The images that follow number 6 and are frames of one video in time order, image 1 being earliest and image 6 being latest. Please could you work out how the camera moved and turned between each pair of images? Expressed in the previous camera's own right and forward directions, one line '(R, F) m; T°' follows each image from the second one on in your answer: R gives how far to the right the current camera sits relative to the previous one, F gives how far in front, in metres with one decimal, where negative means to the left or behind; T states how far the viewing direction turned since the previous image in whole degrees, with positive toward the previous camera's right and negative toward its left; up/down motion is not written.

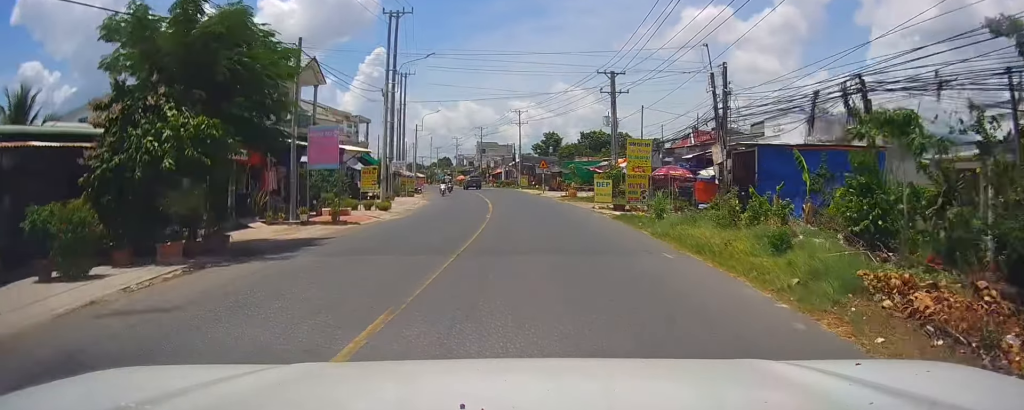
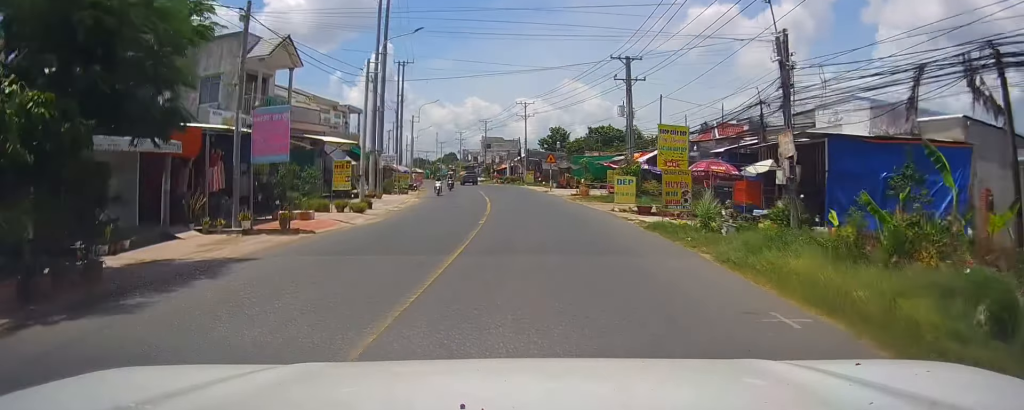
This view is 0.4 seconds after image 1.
(-0.2, +5.7) m; -1°
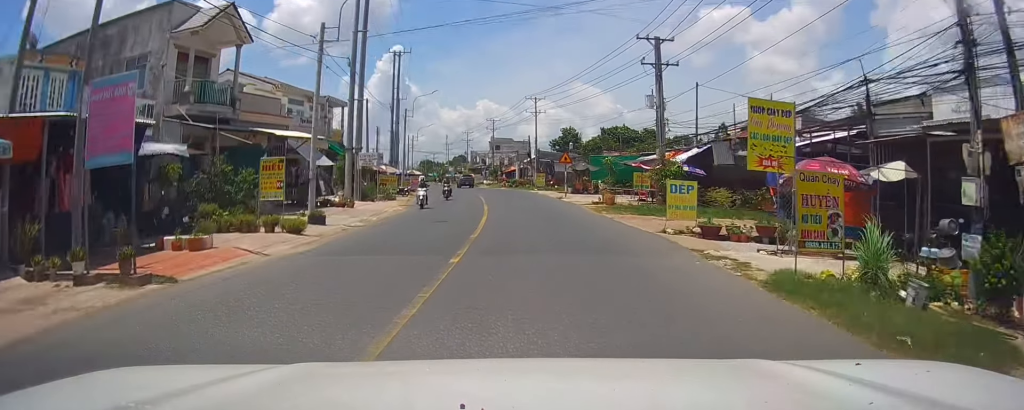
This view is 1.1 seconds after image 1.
(-0.1, +8.2) m; -1°
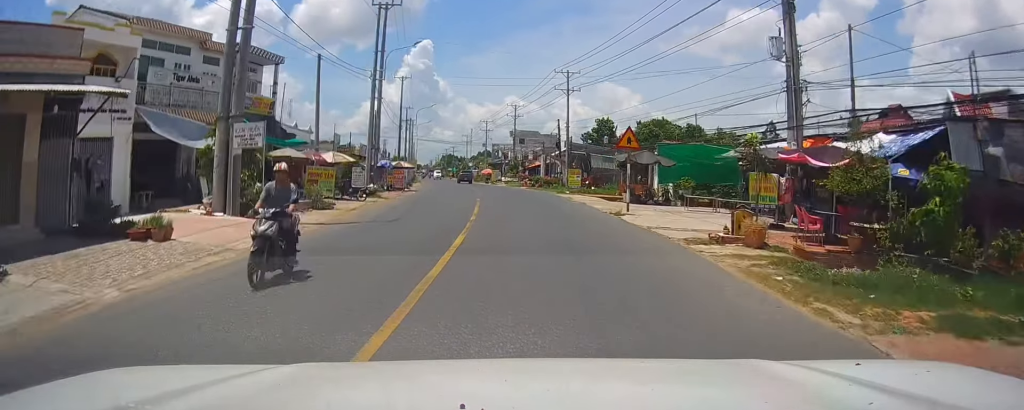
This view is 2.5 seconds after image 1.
(-0.1, +19.8) m; -2°
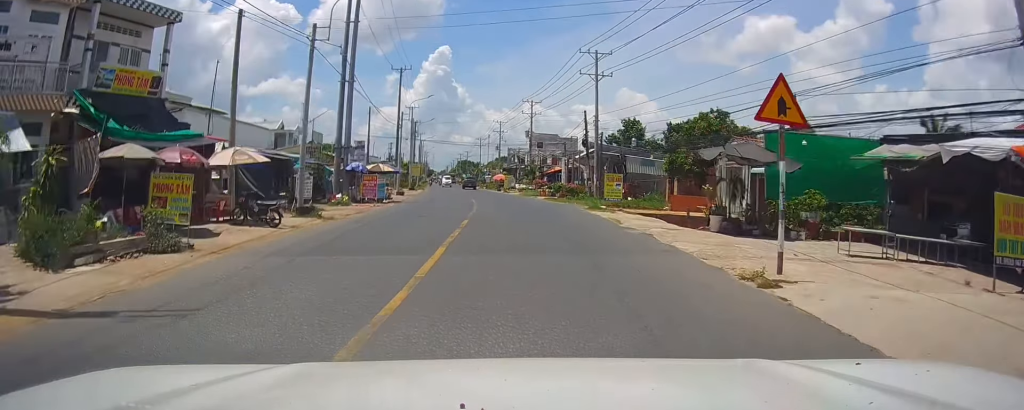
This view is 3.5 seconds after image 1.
(-0.4, +13.2) m; -2°
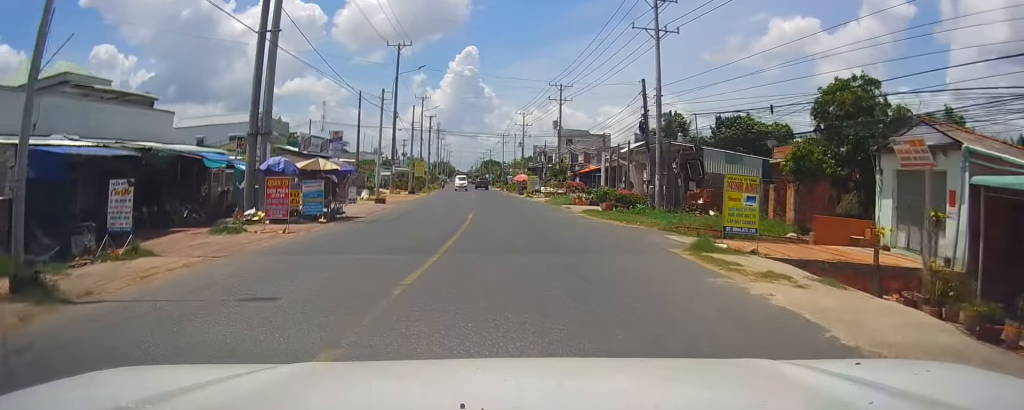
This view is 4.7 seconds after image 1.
(-0.2, +15.8) m; -3°
